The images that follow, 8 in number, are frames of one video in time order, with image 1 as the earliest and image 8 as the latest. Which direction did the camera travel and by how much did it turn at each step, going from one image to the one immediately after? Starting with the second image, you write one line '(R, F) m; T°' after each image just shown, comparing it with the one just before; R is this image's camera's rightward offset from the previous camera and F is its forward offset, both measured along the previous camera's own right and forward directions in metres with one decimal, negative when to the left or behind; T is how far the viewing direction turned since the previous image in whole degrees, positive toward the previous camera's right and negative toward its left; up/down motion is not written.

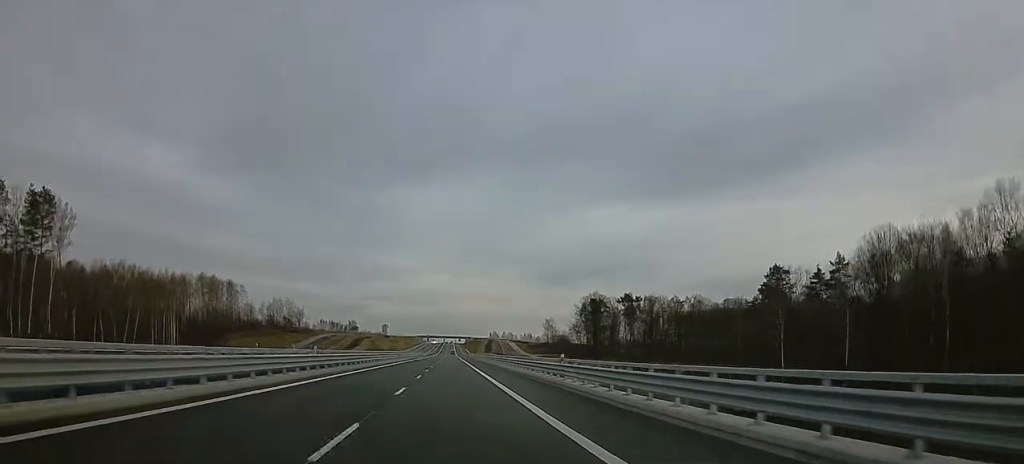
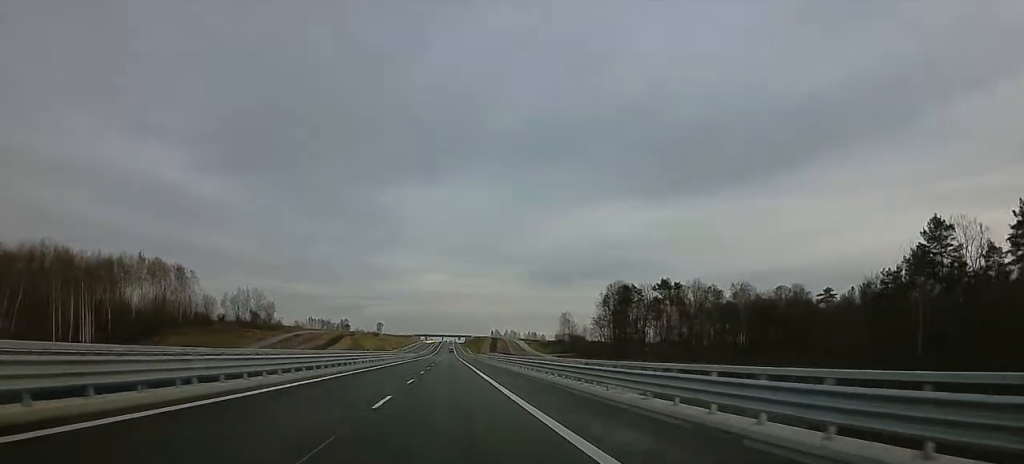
(0.0, +53.3) m; 0°
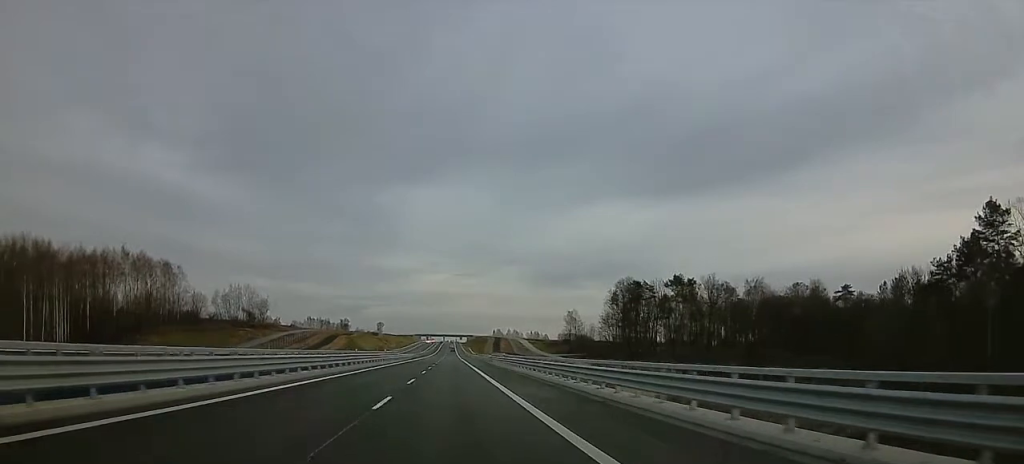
(0.0, +12.2) m; 0°
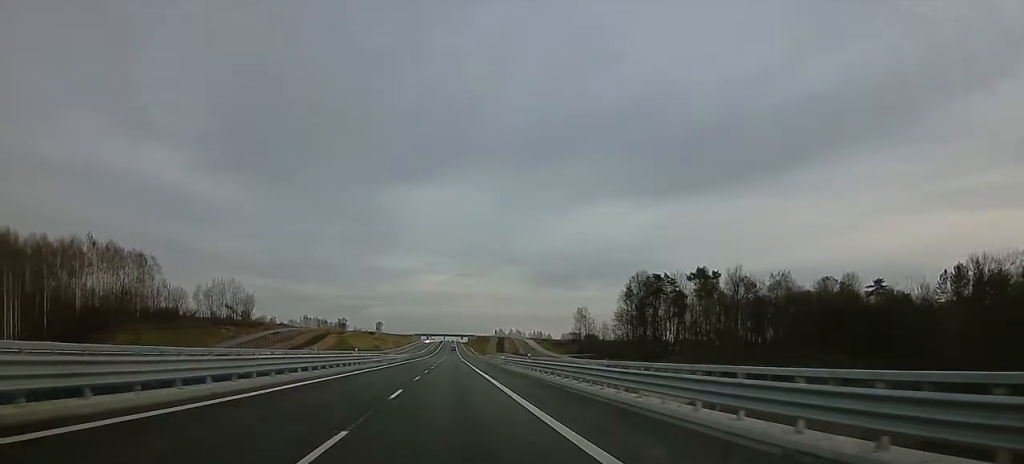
(0.0, +20.4) m; 0°
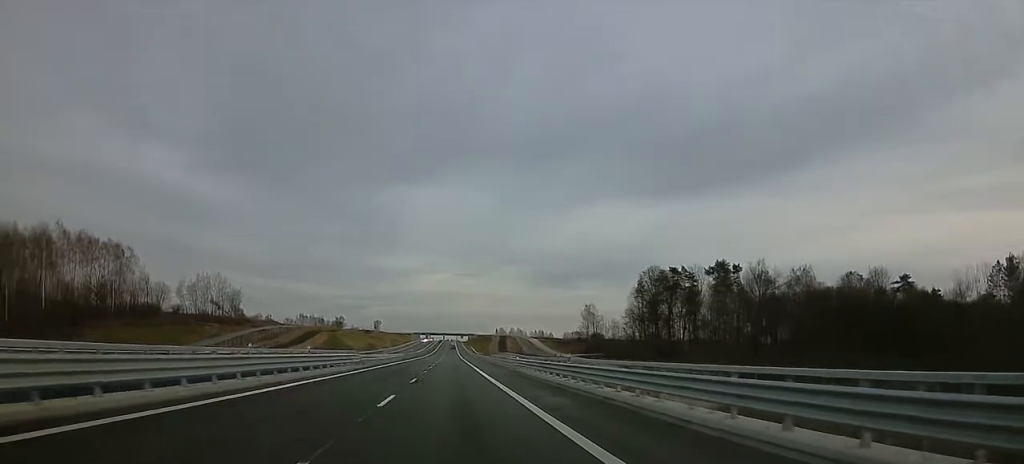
(0.0, +15.3) m; 0°
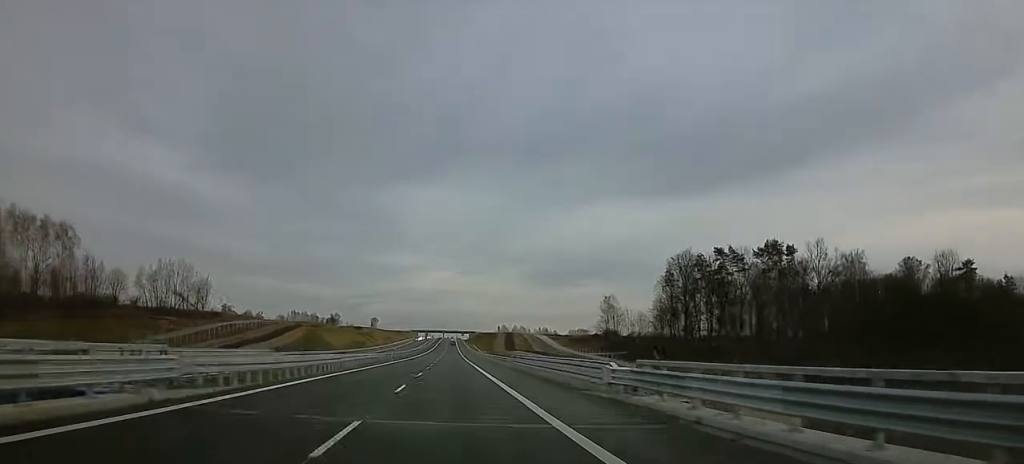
(-0.2, +31.5) m; 0°
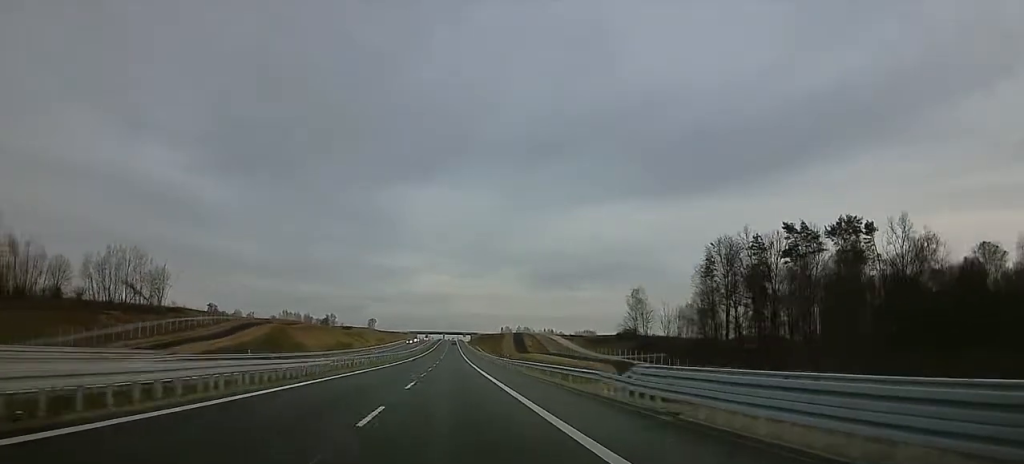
(0.0, +32.5) m; +1°
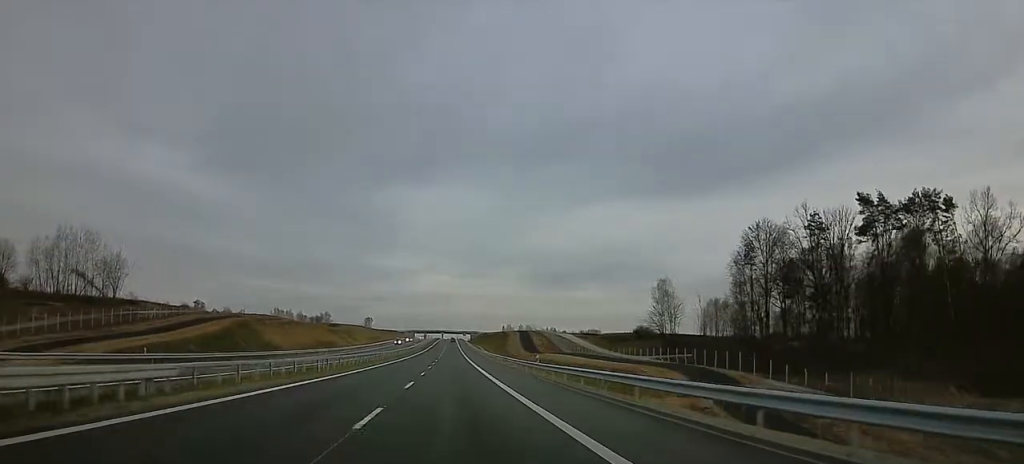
(+0.3, +24.5) m; +1°
